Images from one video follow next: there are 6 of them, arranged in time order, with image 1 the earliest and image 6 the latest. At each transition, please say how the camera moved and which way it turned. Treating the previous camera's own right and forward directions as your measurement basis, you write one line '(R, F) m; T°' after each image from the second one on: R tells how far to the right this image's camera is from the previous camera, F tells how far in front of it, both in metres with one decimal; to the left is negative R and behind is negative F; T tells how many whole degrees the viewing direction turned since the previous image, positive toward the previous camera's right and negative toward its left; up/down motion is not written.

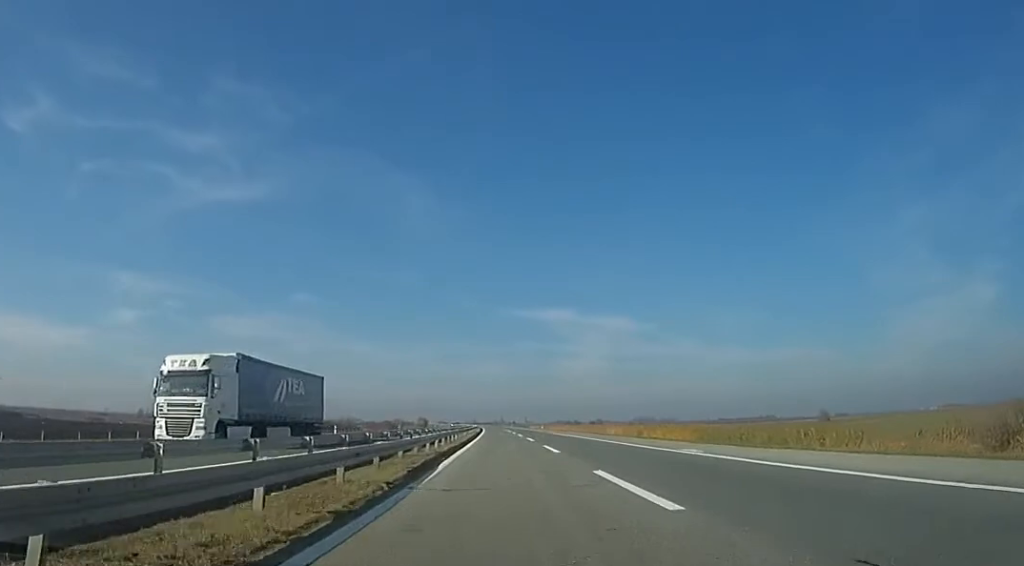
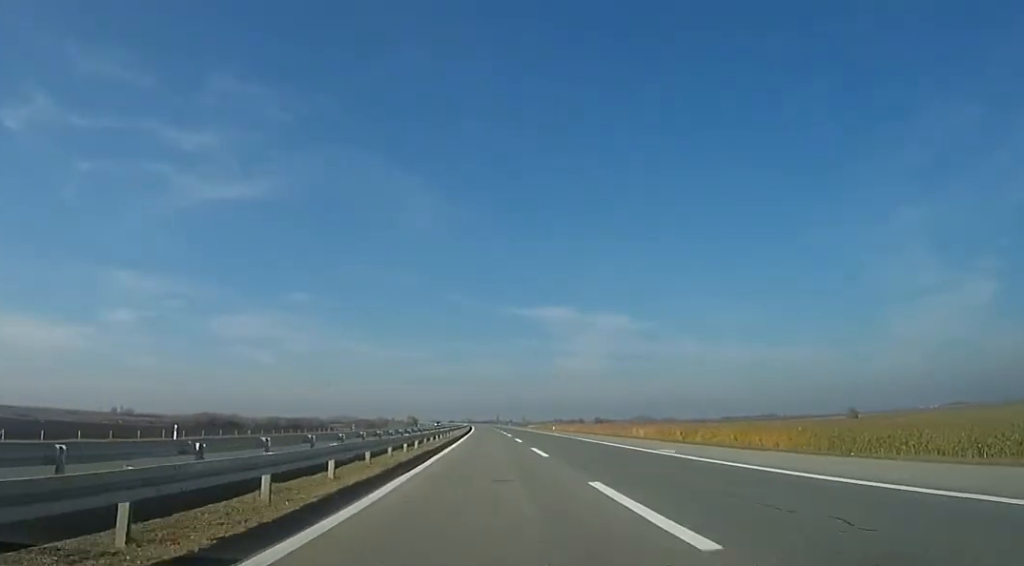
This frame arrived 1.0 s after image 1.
(+0.5, +34.2) m; +2°
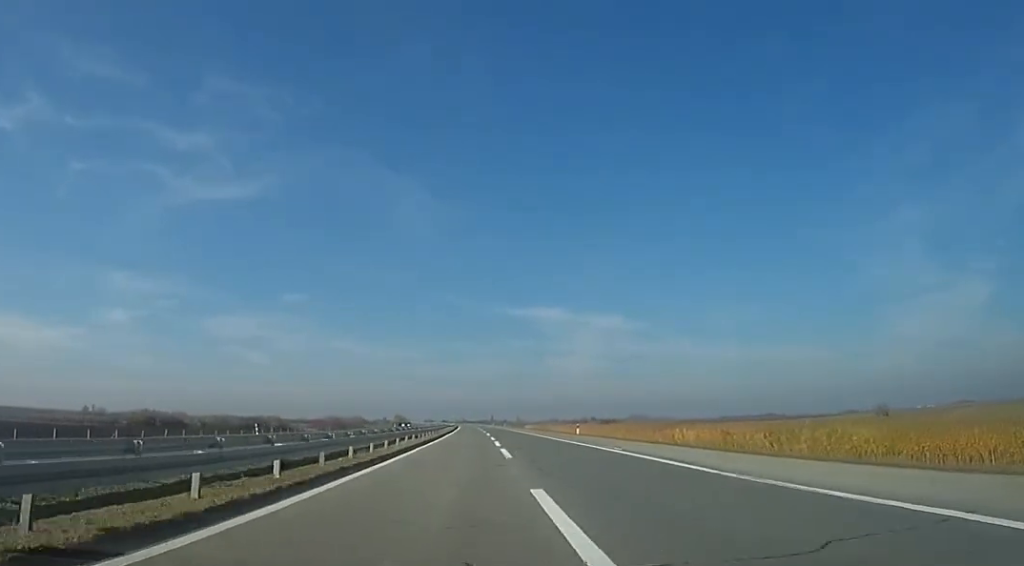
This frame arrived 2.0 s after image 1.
(+0.6, +32.5) m; +1°
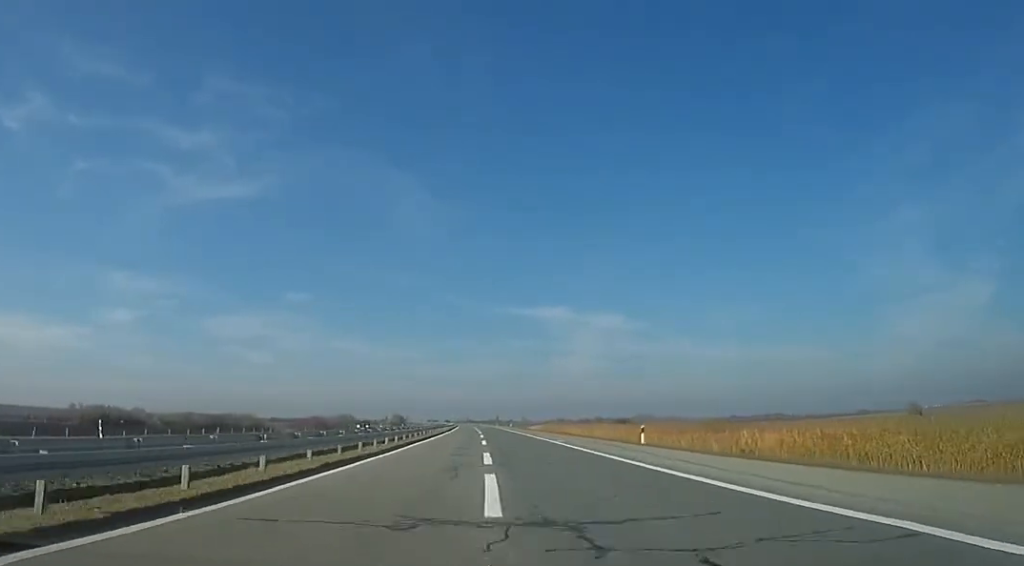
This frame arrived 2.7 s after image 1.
(-0.6, +23.0) m; 0°
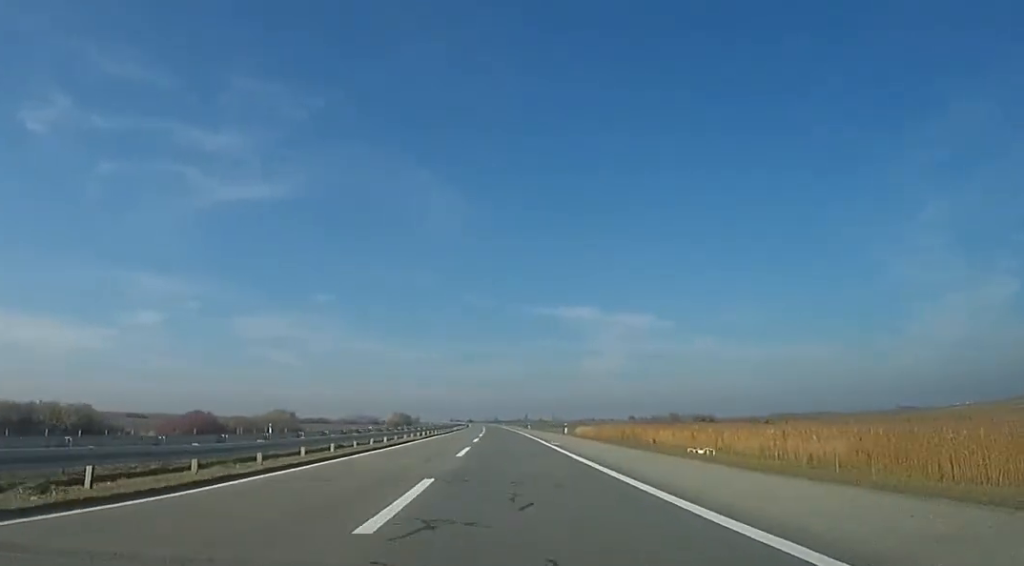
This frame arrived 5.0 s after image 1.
(-1.2, +73.7) m; -2°
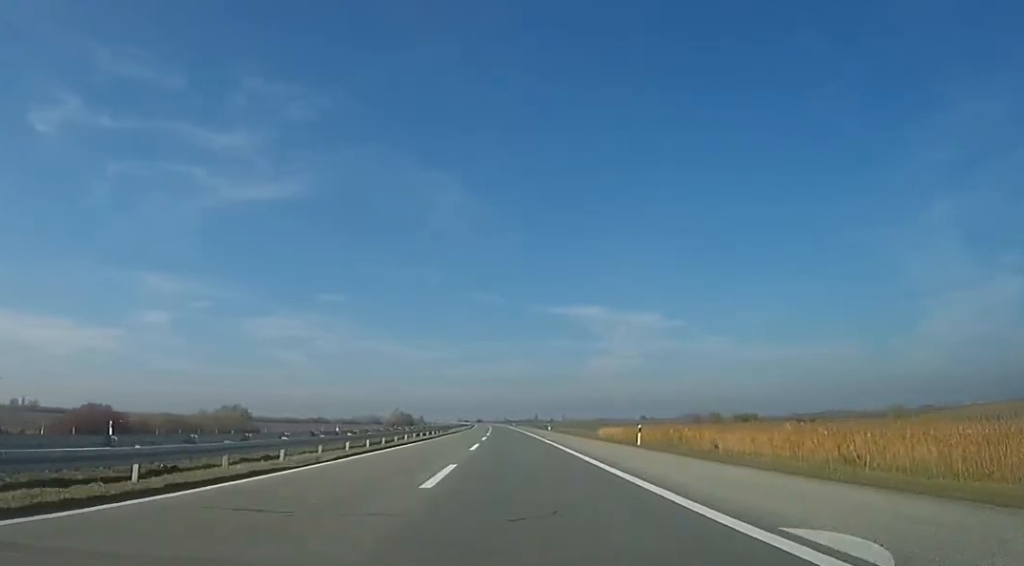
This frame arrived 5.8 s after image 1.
(+0.3, +26.5) m; 0°
